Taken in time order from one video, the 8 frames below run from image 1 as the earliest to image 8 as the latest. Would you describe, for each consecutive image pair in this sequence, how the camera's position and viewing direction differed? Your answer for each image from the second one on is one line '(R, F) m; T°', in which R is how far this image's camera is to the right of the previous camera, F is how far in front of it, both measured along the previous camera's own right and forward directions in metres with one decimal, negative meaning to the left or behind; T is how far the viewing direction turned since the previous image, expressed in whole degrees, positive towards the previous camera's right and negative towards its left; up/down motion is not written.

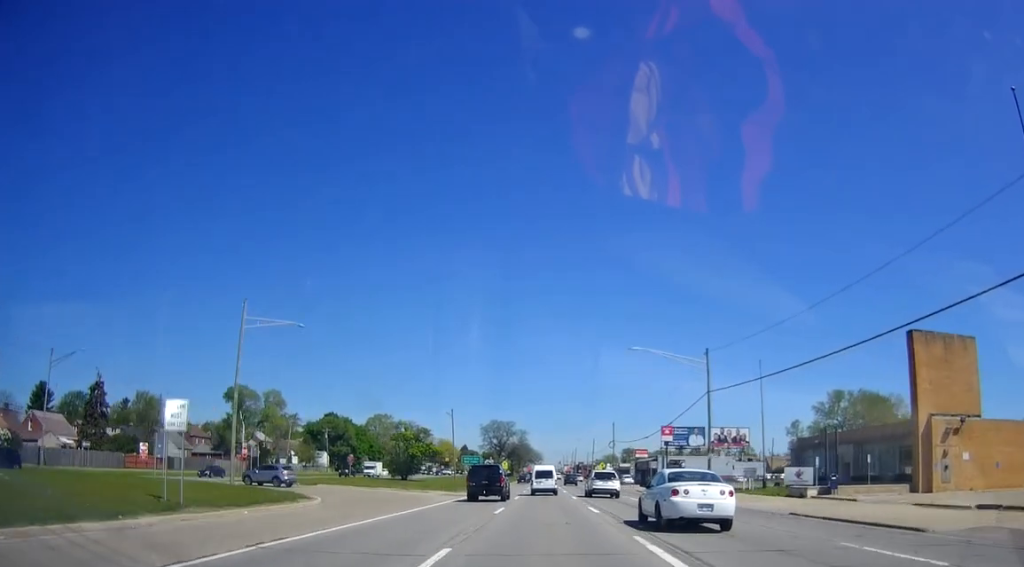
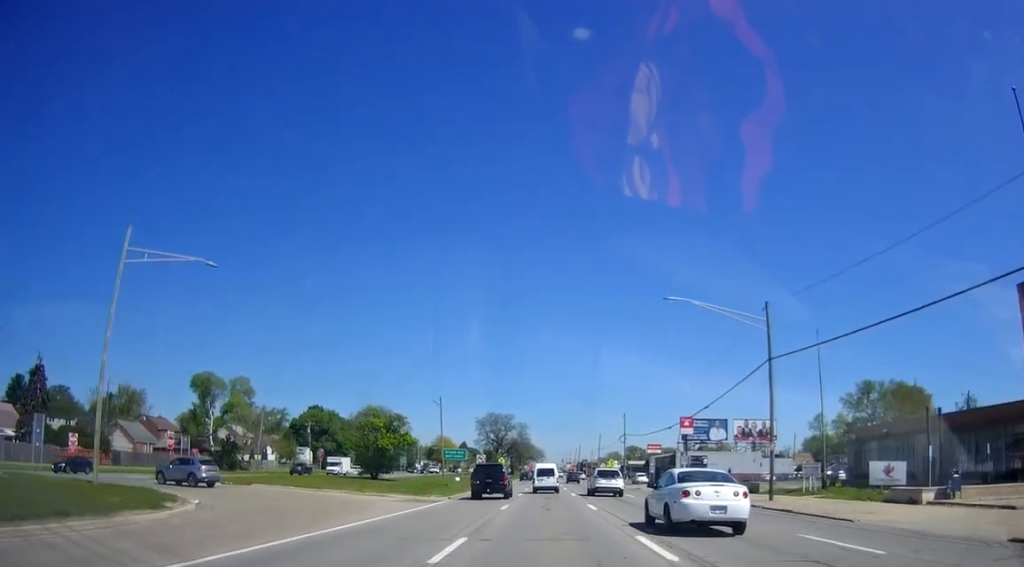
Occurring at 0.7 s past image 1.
(-0.5, +13.1) m; 0°
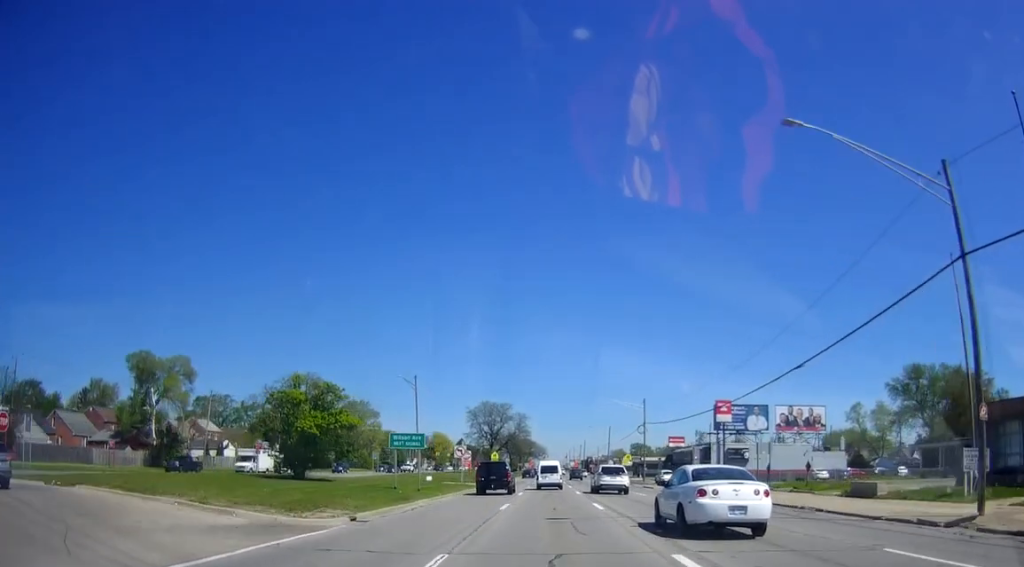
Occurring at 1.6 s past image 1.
(+0.8, +18.4) m; +2°
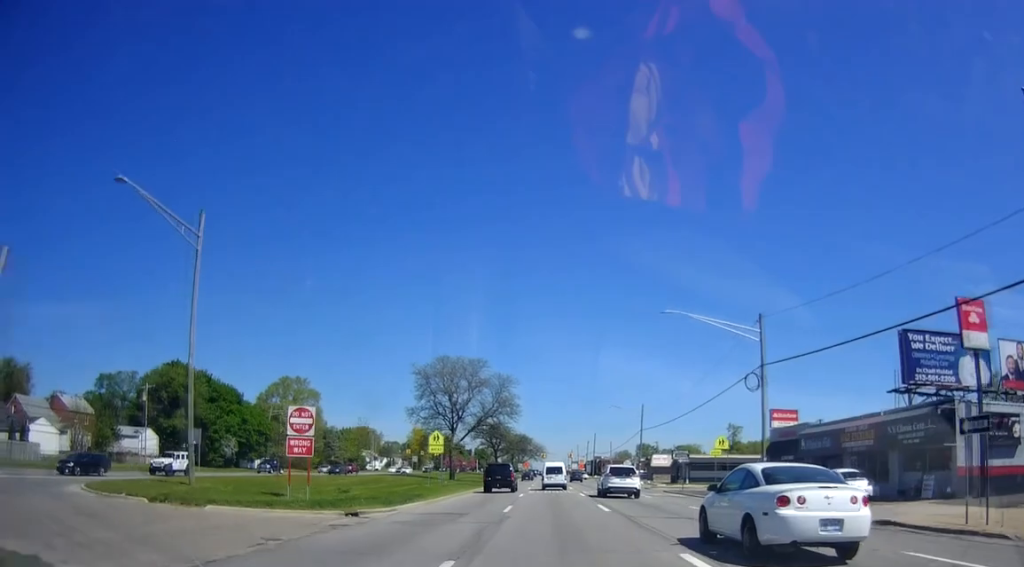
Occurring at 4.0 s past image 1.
(-0.2, +46.5) m; -1°
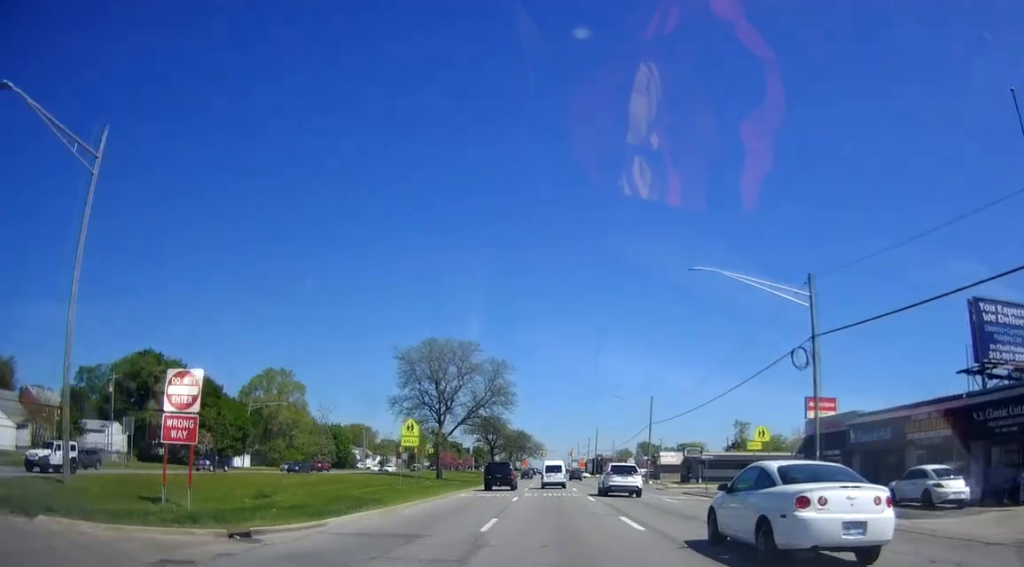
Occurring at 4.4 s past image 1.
(+0.1, +7.9) m; -1°
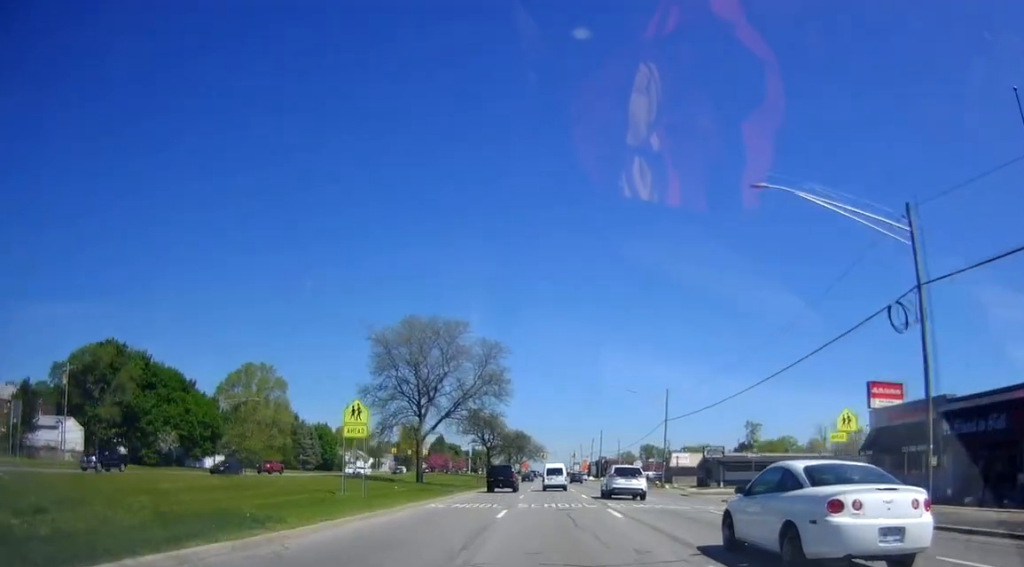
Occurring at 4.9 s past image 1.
(-0.1, +9.8) m; 0°
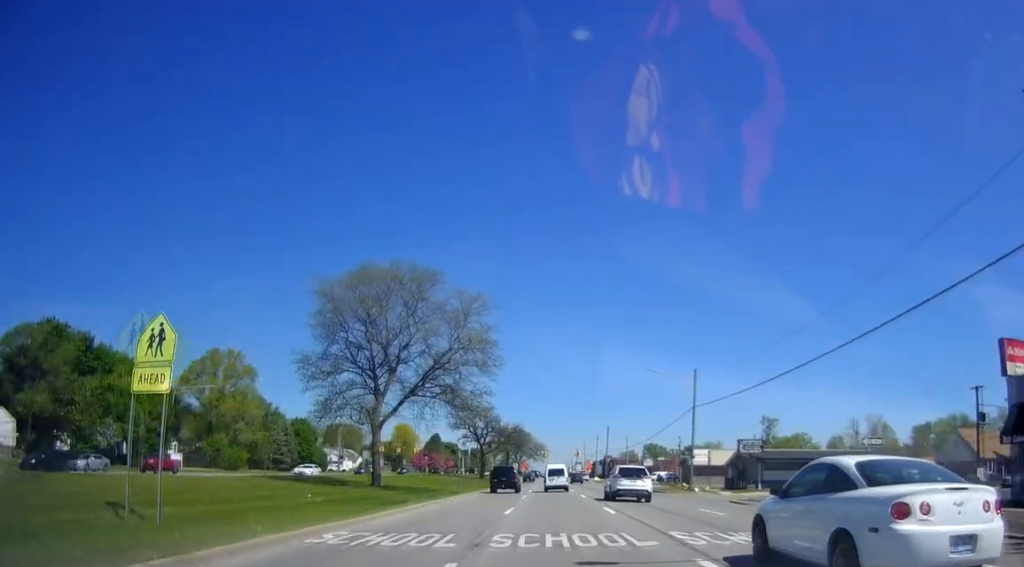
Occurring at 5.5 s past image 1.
(-0.5, +13.1) m; 0°
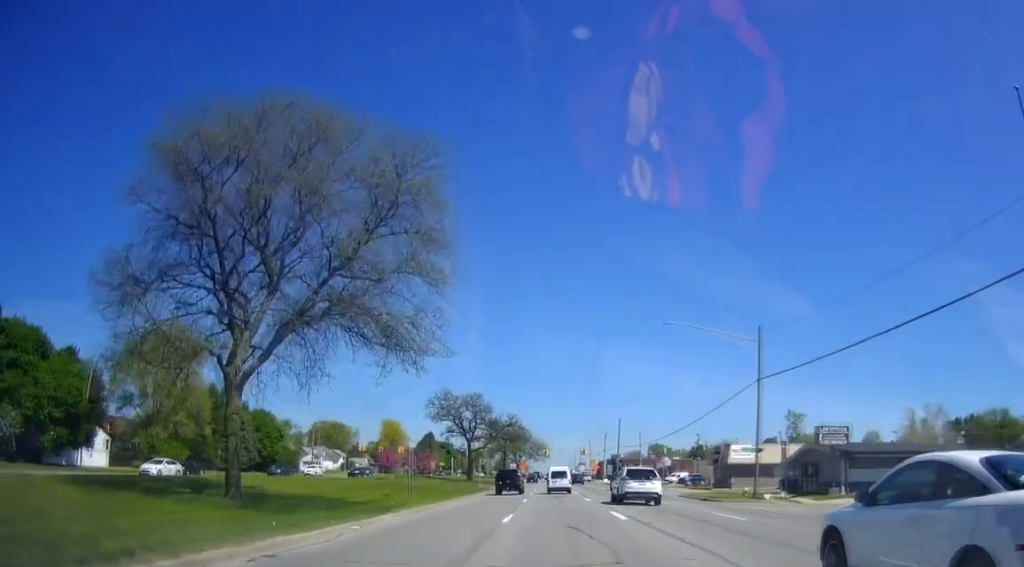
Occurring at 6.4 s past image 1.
(+0.6, +17.7) m; 0°
